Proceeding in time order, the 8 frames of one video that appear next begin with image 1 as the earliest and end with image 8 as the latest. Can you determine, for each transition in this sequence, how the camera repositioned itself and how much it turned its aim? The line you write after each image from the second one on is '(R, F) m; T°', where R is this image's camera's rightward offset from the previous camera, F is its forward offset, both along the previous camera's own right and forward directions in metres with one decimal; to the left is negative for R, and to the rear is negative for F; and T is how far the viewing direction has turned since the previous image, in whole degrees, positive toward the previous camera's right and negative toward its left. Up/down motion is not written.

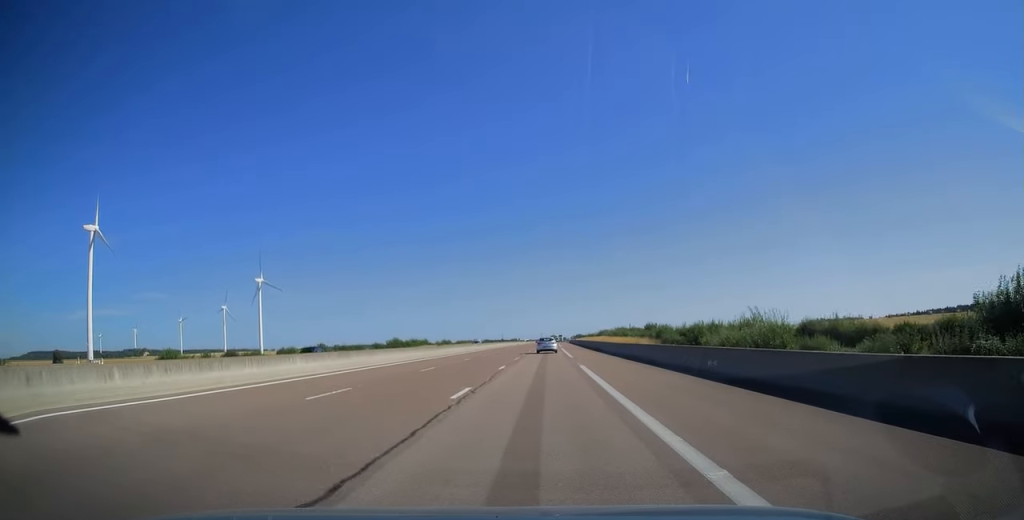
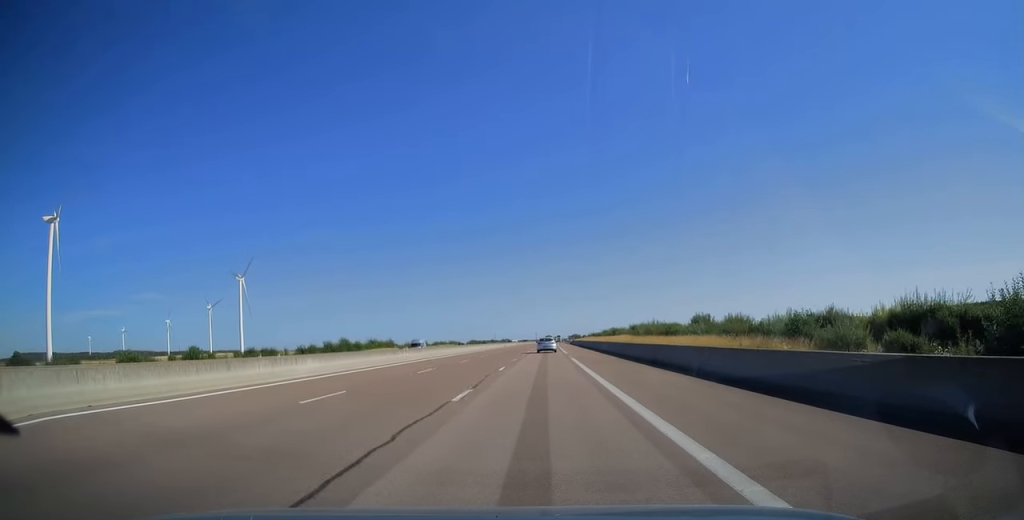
(+0.2, +39.0) m; 0°
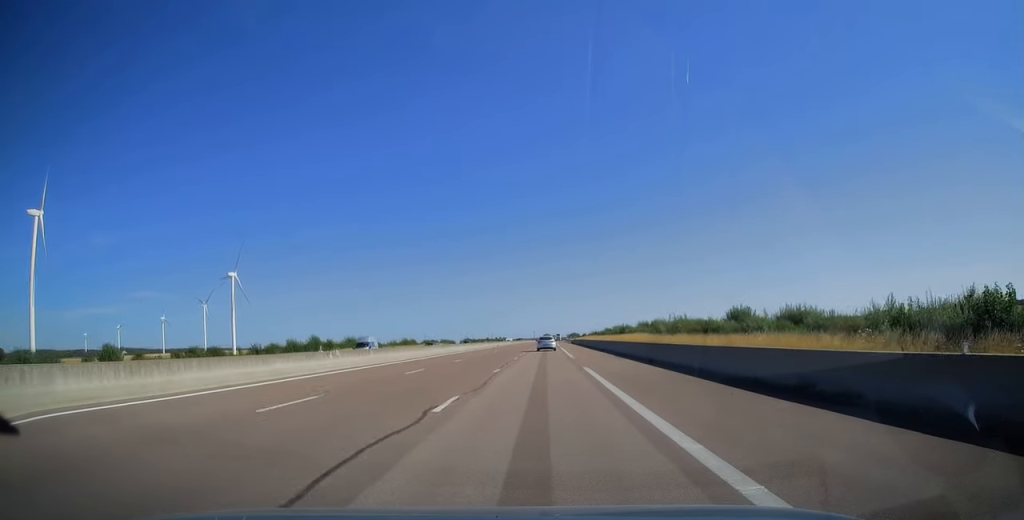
(0.0, +15.2) m; 0°
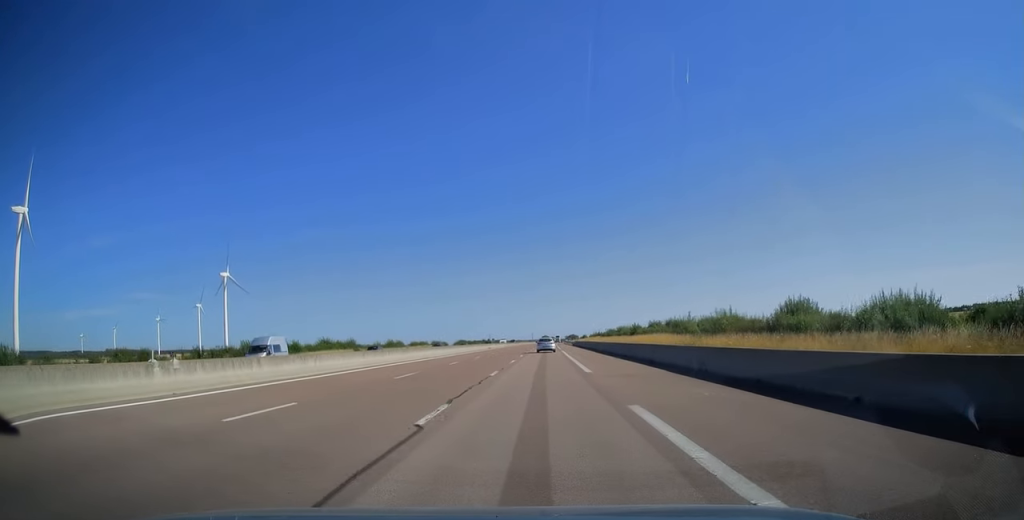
(0.0, +14.2) m; 0°
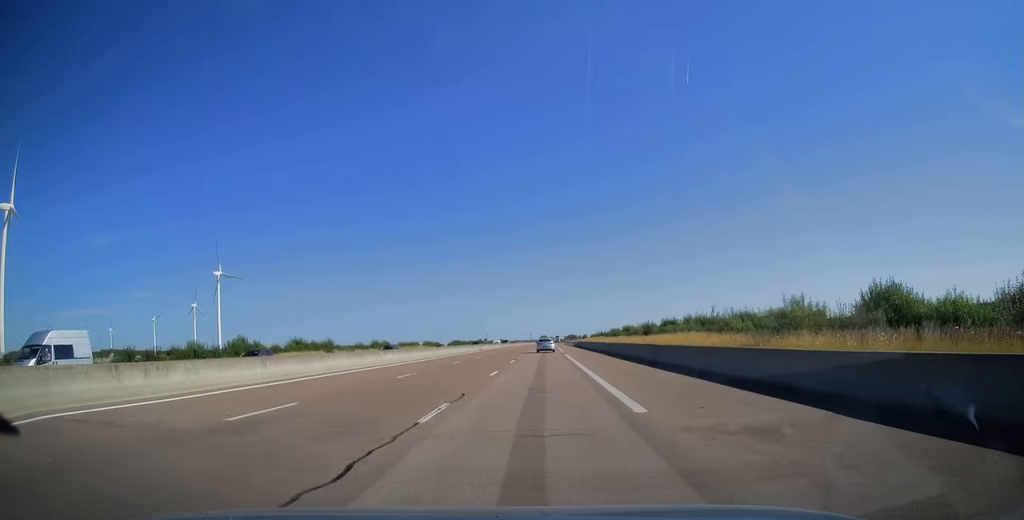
(0.0, +12.6) m; 0°
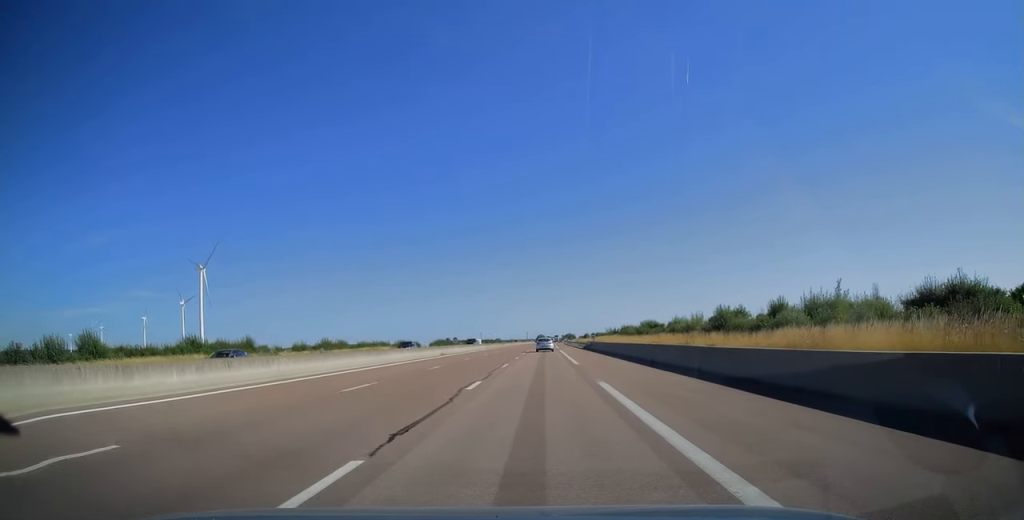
(+0.1, +31.9) m; 0°
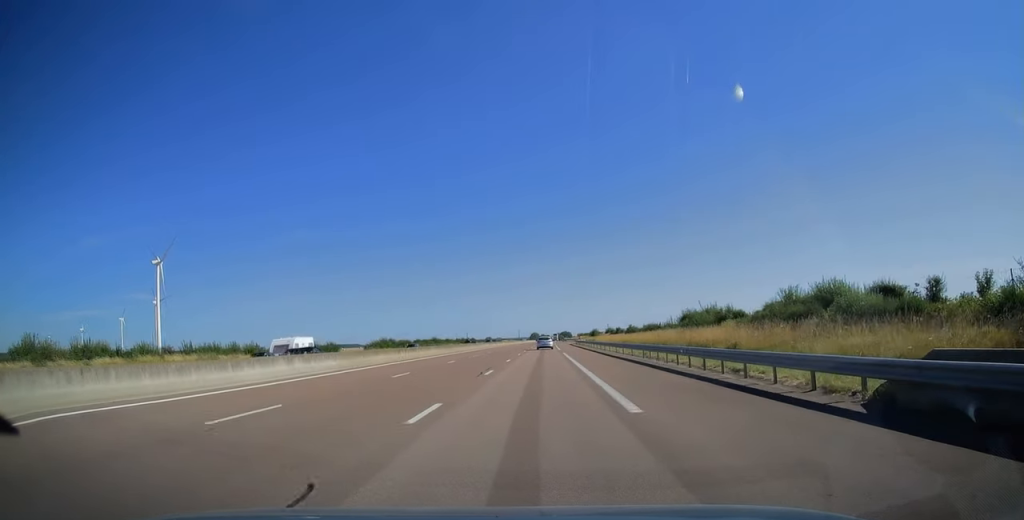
(+0.4, +71.4) m; +1°
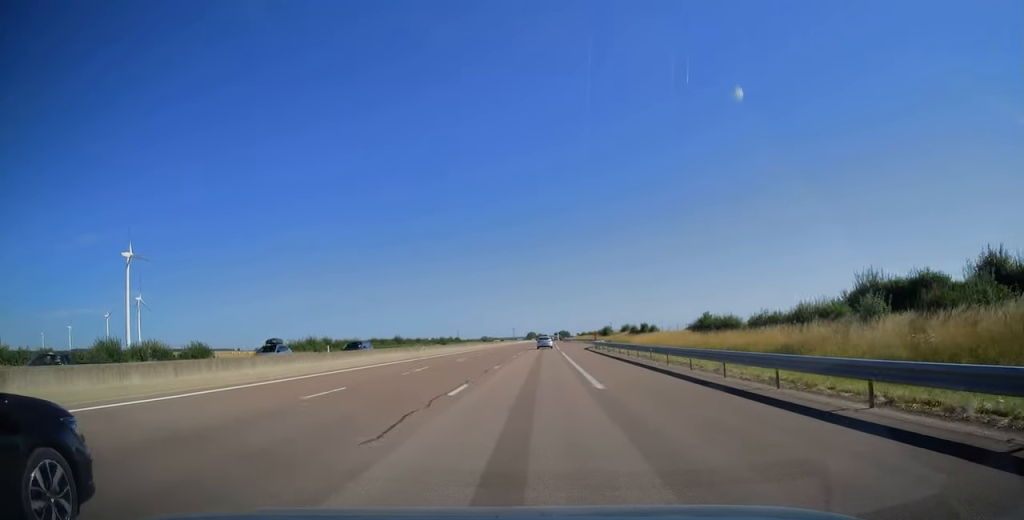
(+0.2, +46.5) m; 0°
